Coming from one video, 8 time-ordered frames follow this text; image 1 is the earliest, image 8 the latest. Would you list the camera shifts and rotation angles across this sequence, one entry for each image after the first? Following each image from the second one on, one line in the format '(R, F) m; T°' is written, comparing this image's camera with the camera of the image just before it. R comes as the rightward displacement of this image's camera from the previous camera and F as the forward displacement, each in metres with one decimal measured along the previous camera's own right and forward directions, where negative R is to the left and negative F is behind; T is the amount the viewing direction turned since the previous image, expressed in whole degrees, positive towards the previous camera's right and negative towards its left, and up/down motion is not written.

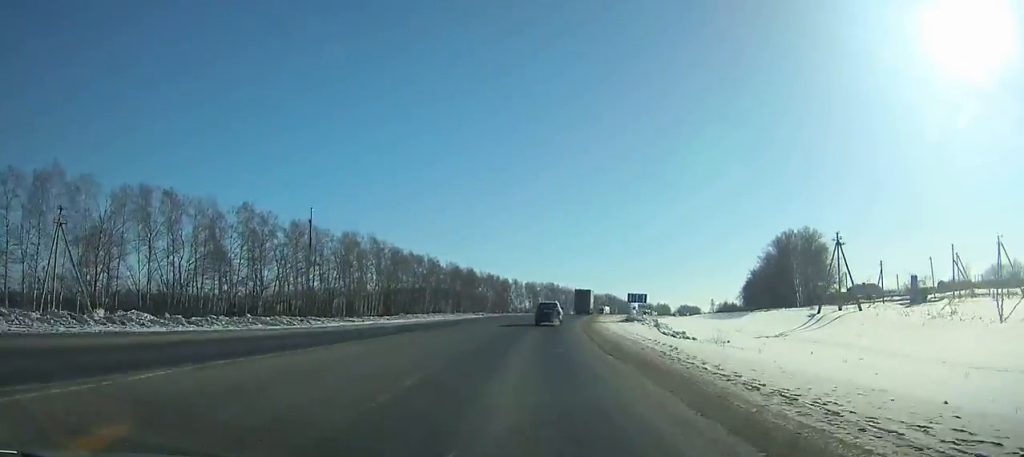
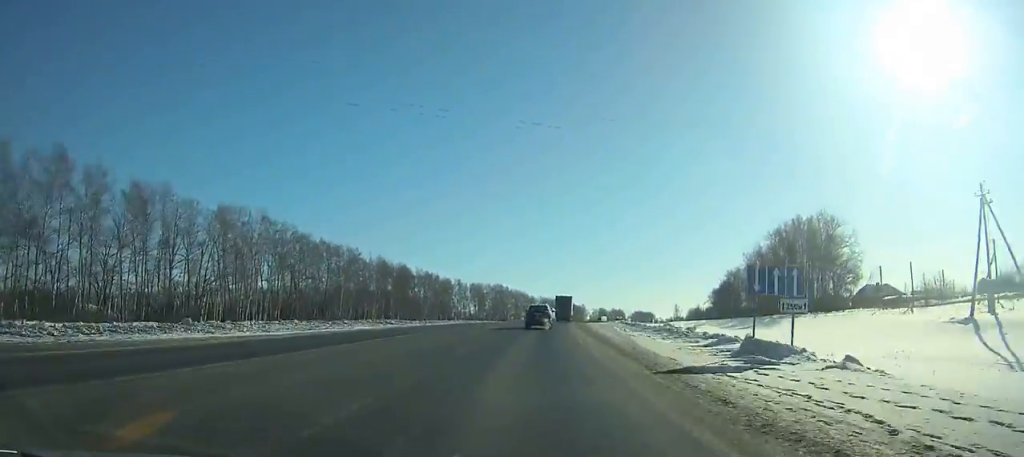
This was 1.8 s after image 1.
(+0.8, +37.6) m; +3°
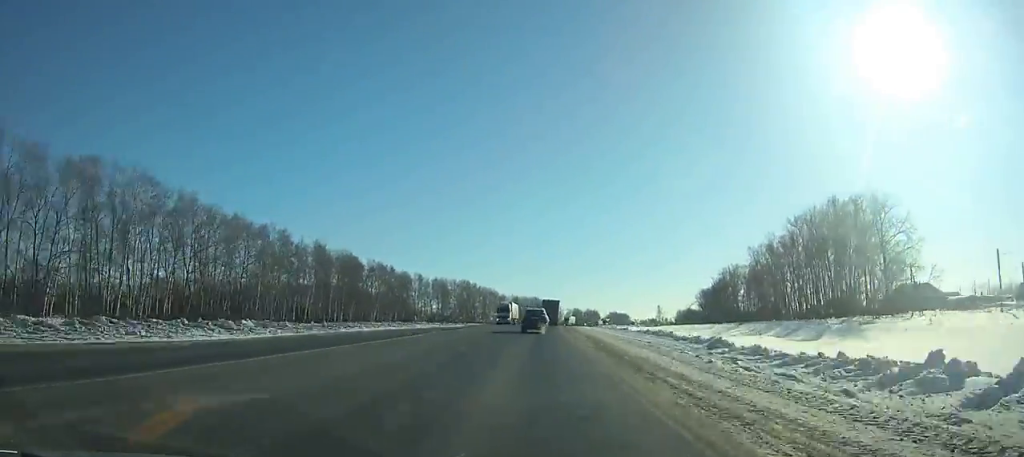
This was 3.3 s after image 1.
(+1.0, +31.3) m; +3°
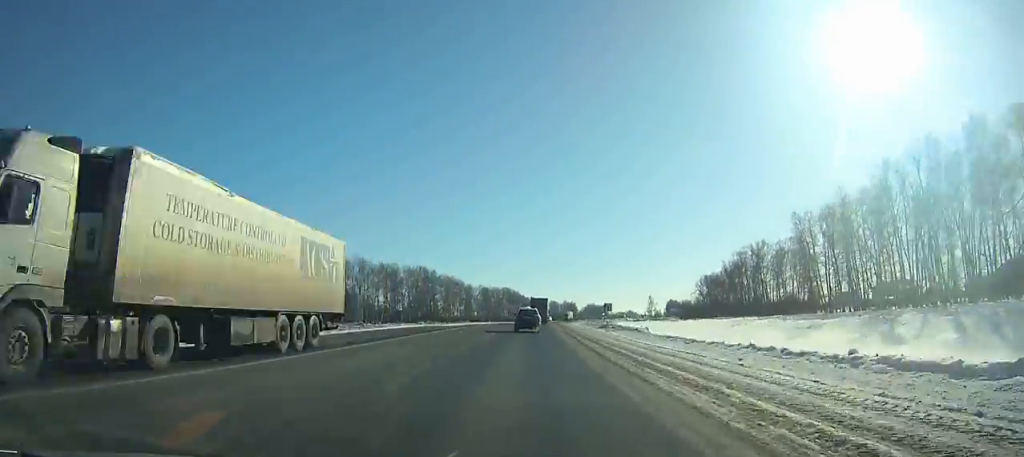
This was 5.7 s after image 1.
(+2.1, +49.9) m; +3°
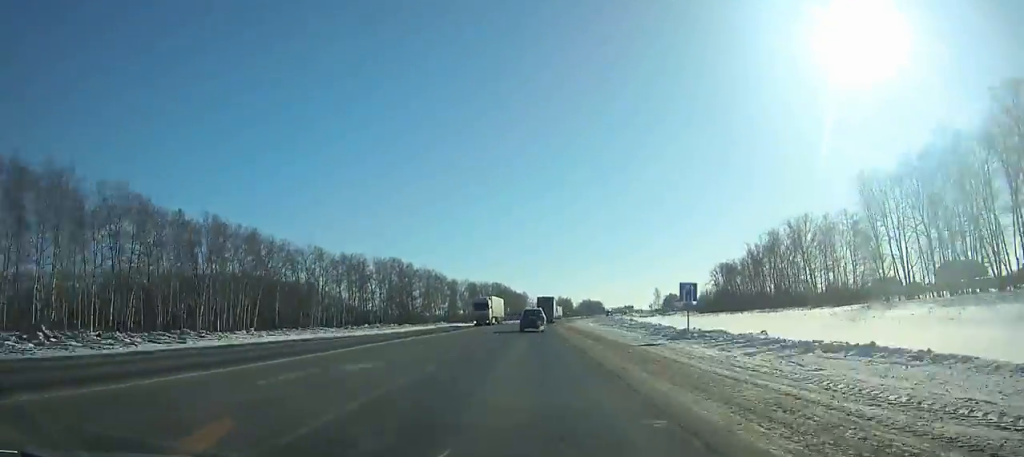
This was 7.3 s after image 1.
(+0.5, +33.2) m; +1°
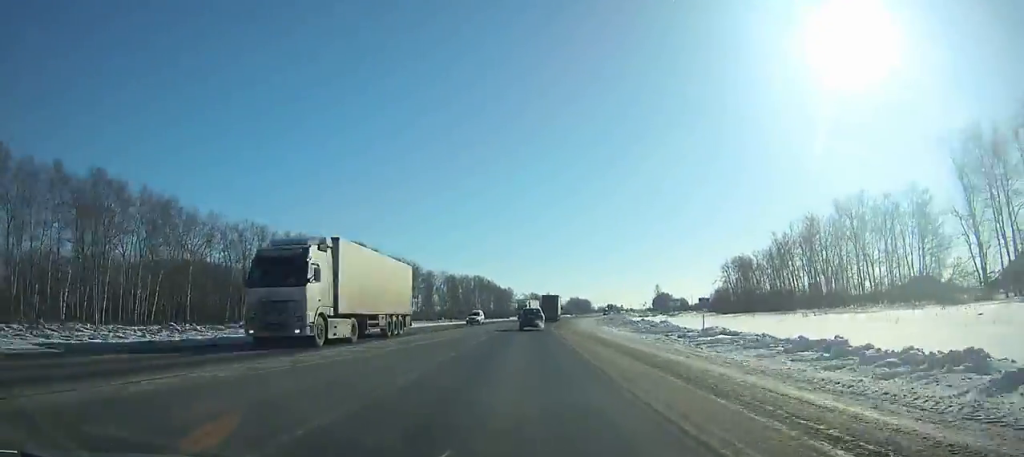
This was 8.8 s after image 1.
(+0.1, +31.1) m; +1°
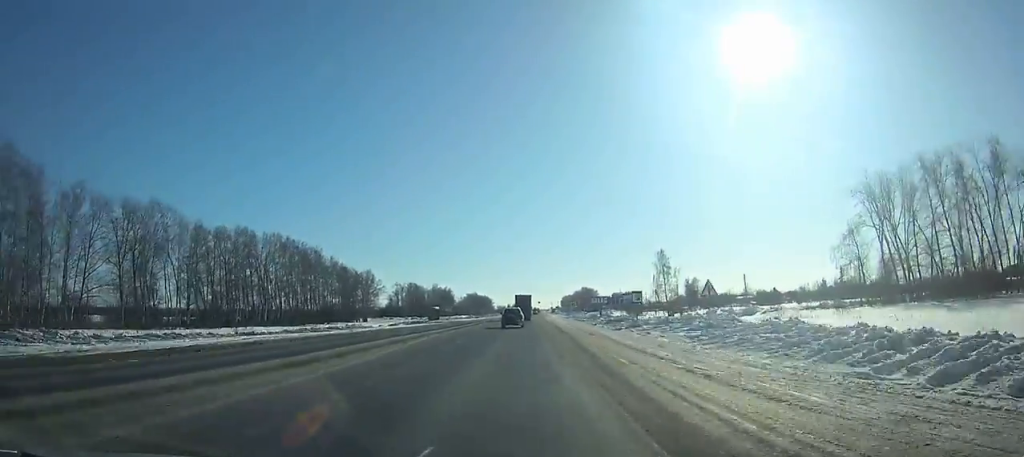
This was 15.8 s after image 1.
(+10.4, +144.4) m; +8°
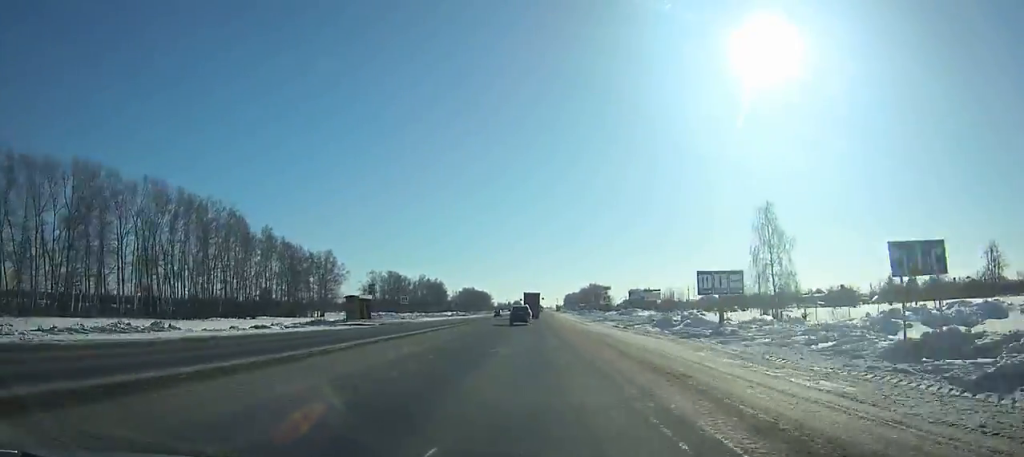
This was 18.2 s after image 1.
(+1.1, +50.0) m; +2°
